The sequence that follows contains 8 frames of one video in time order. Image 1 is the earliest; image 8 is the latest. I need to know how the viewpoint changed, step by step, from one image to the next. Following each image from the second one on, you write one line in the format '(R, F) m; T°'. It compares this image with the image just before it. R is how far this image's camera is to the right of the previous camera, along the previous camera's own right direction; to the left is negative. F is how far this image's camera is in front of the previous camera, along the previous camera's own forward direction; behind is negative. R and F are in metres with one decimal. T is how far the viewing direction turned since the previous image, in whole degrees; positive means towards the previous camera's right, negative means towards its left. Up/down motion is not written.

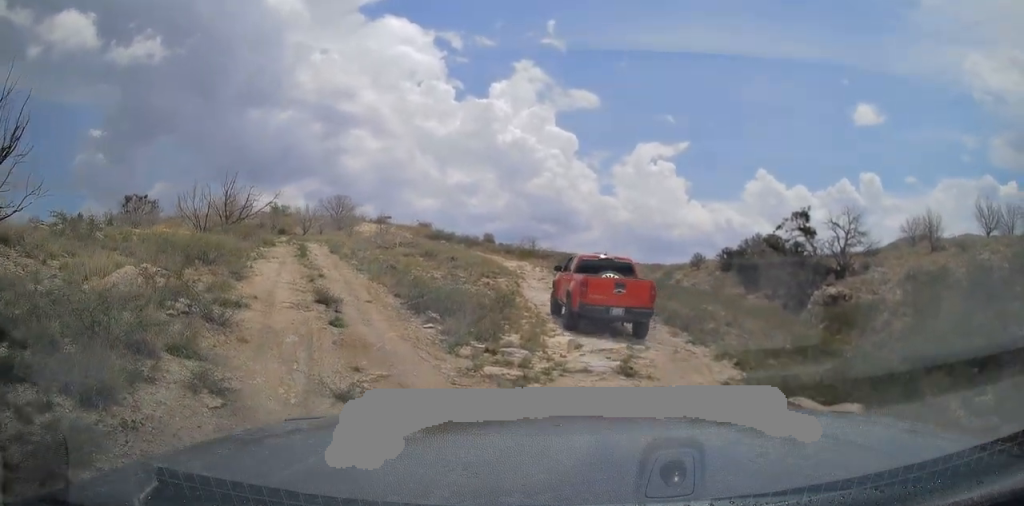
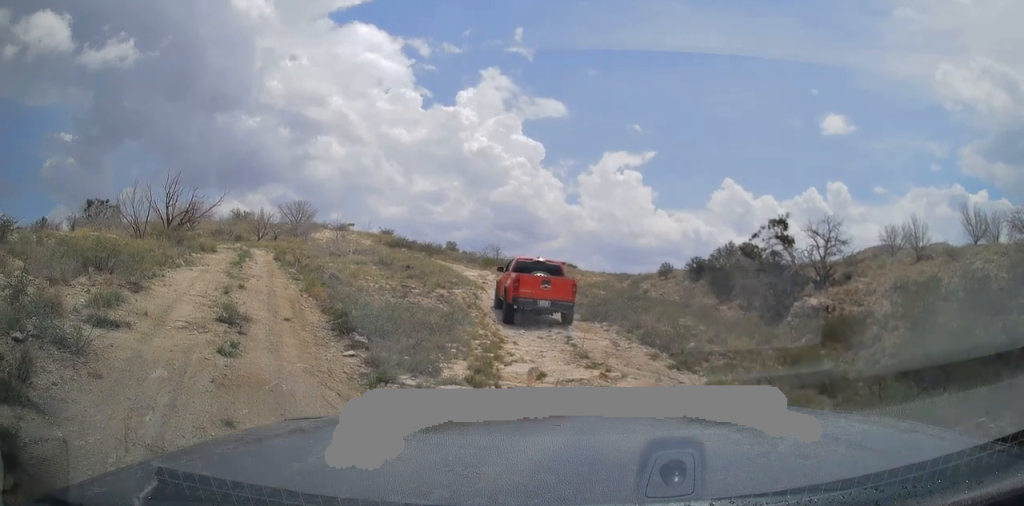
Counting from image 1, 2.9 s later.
(+0.4, +2.4) m; 0°
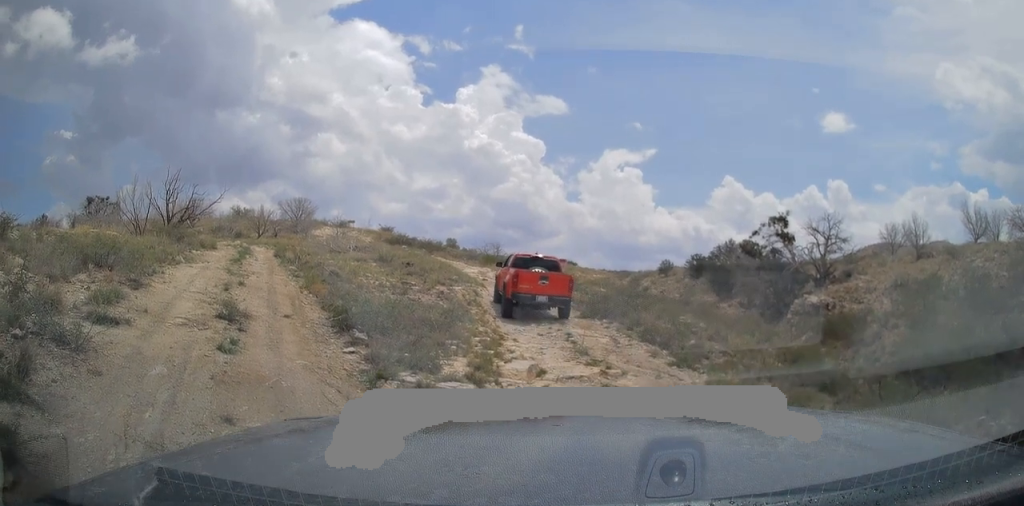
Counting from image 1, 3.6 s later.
(-0.2, +0.3) m; 0°
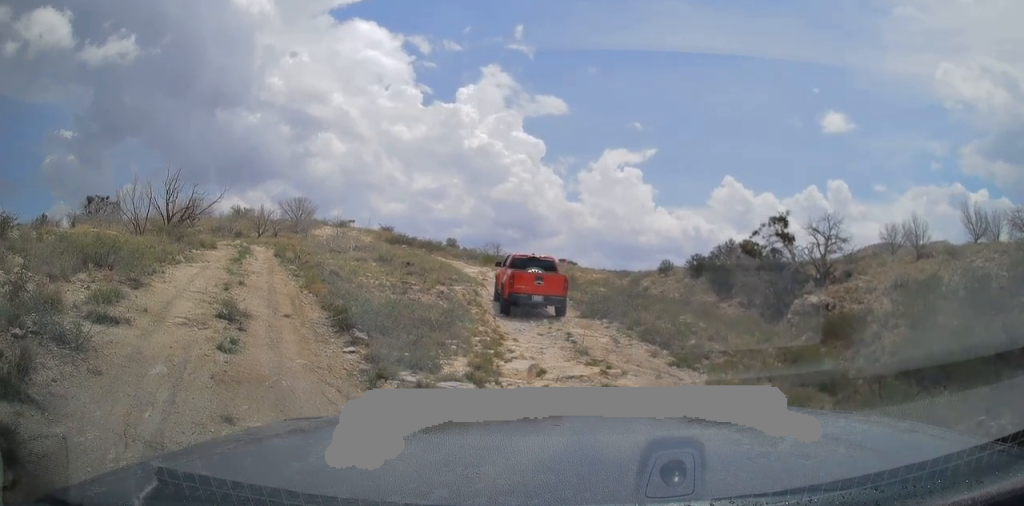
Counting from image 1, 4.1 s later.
(+0.1, +0.2) m; 0°
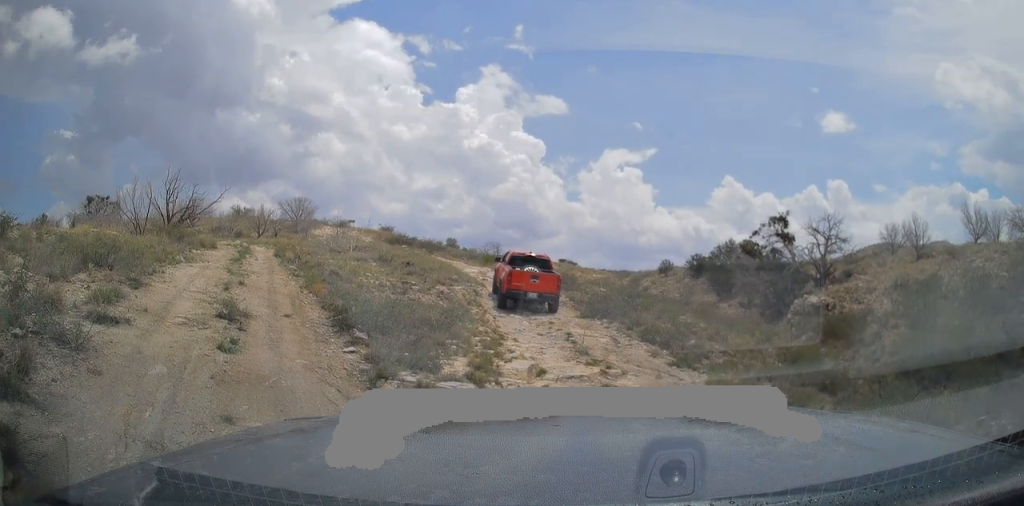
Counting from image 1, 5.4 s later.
(+0.3, +0.7) m; 0°
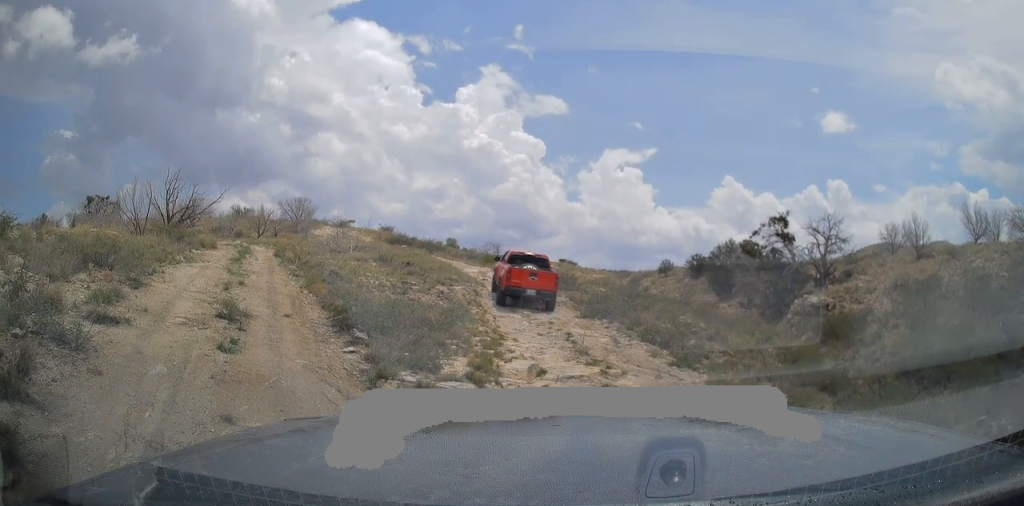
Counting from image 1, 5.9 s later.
(0.0, +0.3) m; 0°
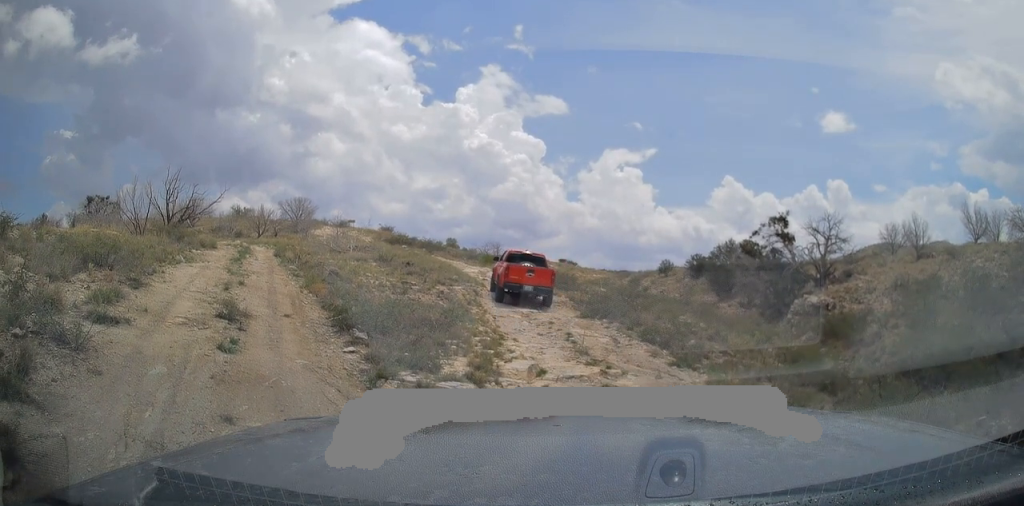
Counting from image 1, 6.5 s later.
(0.0, +0.3) m; 0°
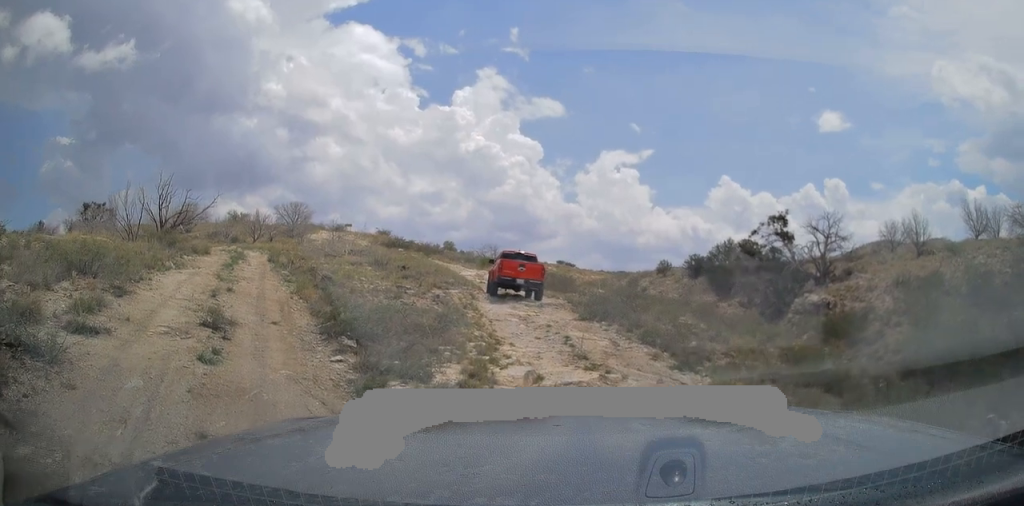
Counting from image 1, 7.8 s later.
(-0.1, +1.1) m; 0°
